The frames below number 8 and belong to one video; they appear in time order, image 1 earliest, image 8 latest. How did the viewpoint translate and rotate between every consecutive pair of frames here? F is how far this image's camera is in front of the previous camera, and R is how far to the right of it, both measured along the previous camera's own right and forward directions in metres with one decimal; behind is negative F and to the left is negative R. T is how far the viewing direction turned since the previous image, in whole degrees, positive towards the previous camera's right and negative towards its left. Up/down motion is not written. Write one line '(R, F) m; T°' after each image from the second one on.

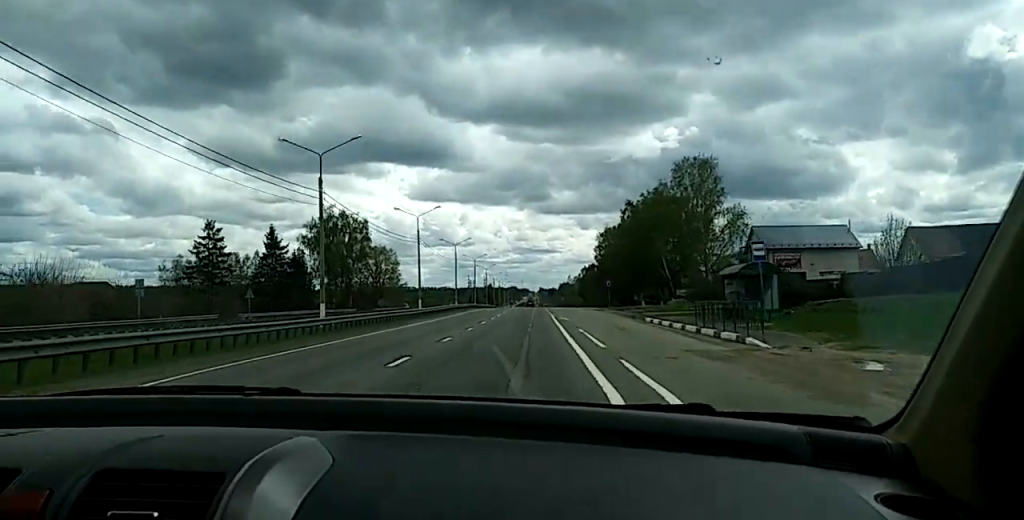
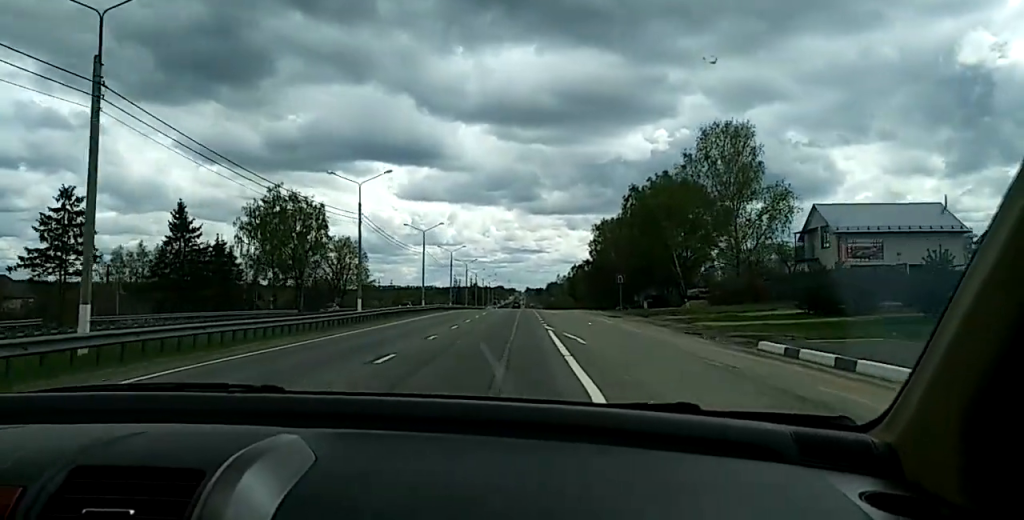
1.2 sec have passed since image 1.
(-0.2, +28.2) m; 0°
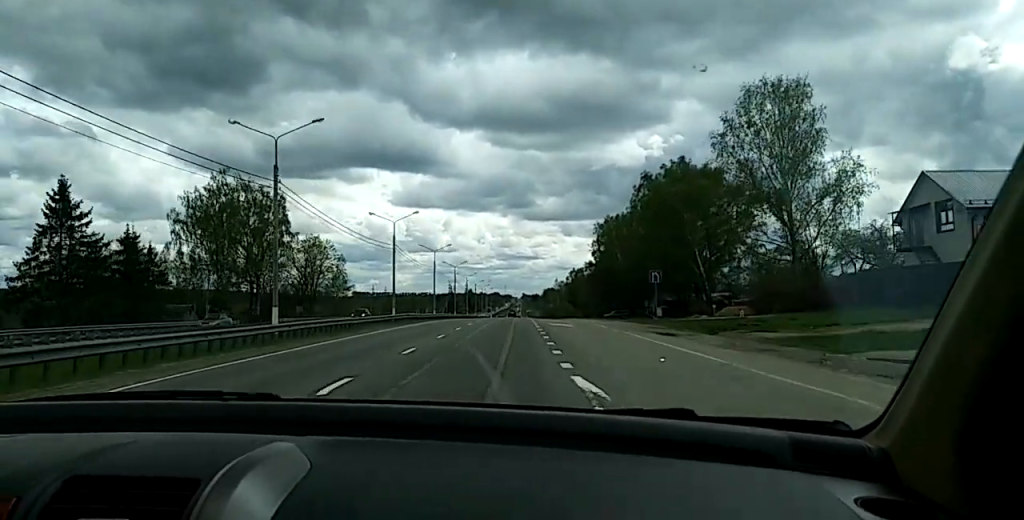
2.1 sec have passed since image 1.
(+0.1, +25.8) m; 0°
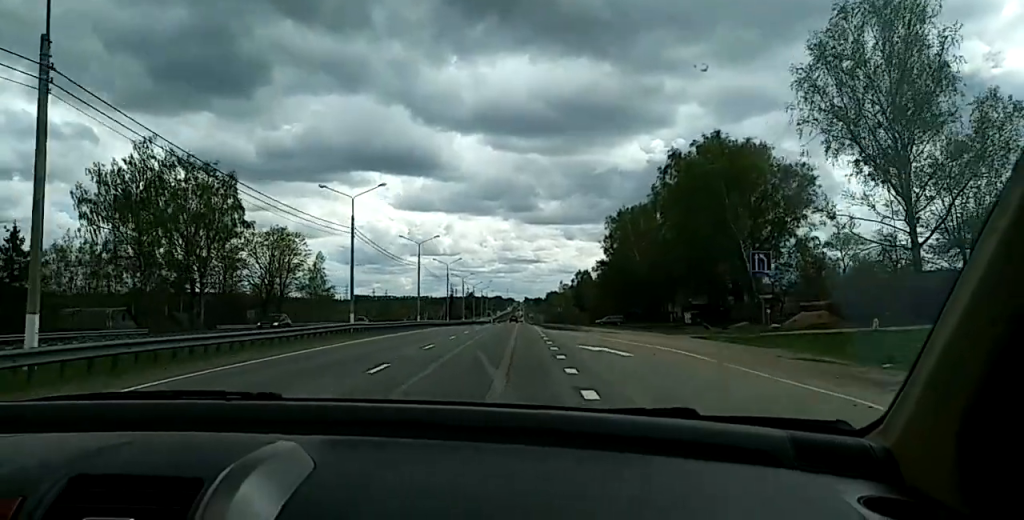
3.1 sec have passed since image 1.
(0.0, +24.4) m; 0°
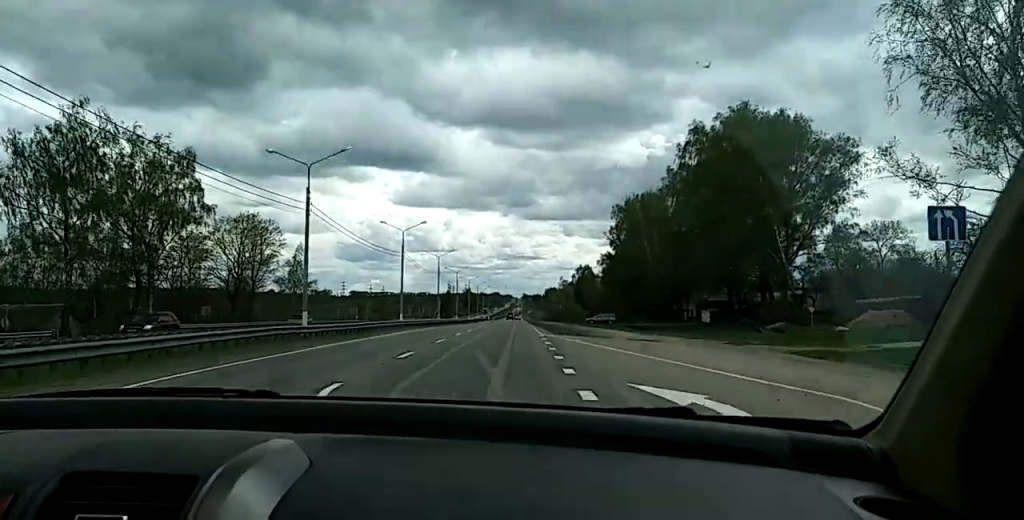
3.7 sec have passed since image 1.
(0.0, +14.0) m; 0°
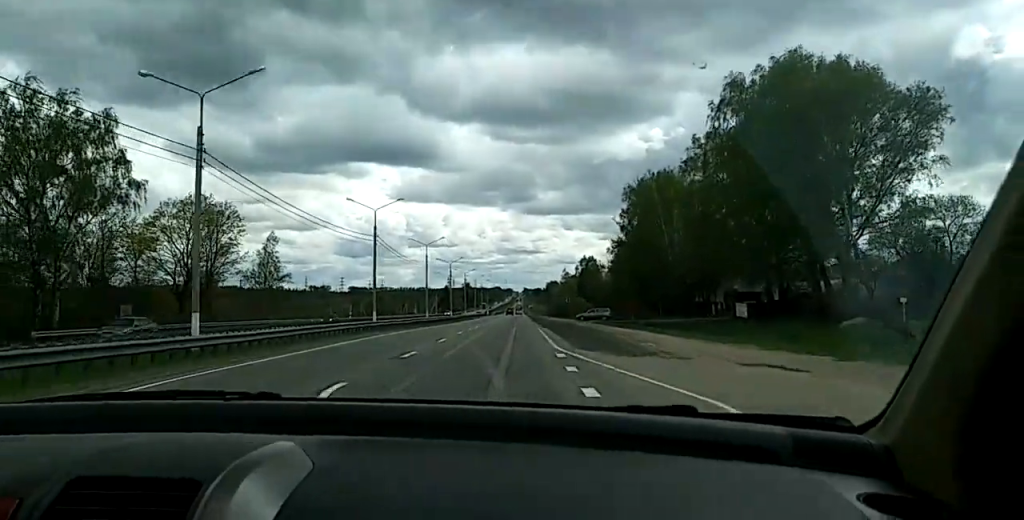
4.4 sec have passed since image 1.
(0.0, +15.7) m; 0°
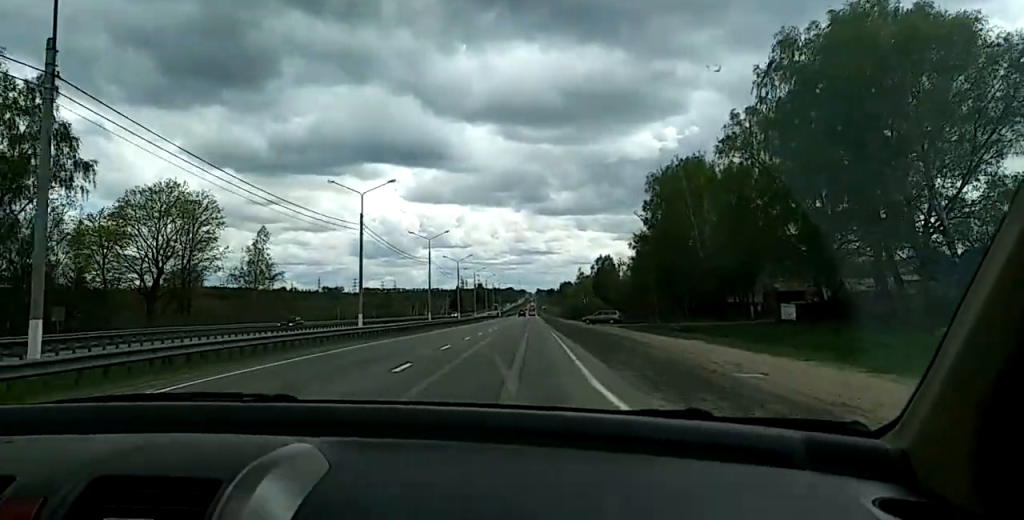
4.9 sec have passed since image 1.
(-0.1, +9.8) m; 0°
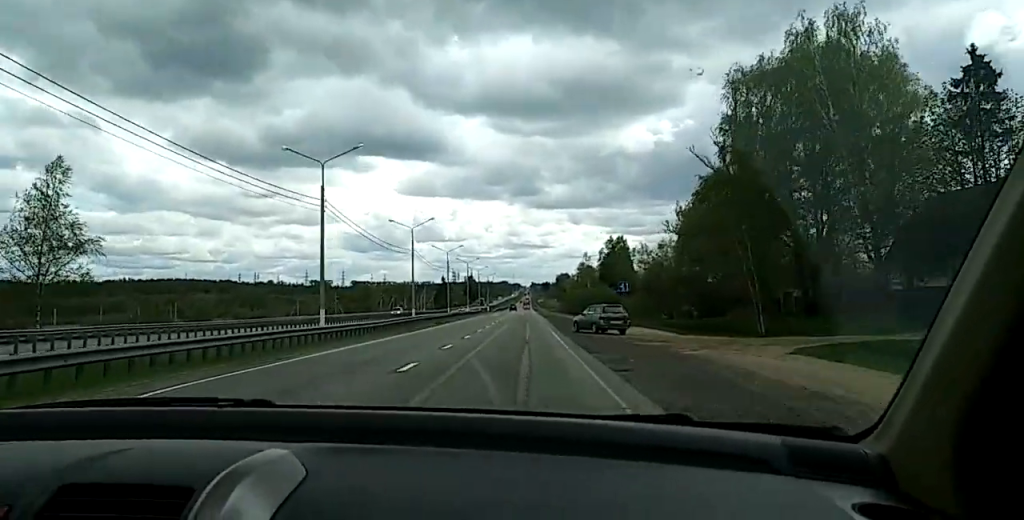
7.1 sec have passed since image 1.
(+0.2, +36.2) m; 0°
